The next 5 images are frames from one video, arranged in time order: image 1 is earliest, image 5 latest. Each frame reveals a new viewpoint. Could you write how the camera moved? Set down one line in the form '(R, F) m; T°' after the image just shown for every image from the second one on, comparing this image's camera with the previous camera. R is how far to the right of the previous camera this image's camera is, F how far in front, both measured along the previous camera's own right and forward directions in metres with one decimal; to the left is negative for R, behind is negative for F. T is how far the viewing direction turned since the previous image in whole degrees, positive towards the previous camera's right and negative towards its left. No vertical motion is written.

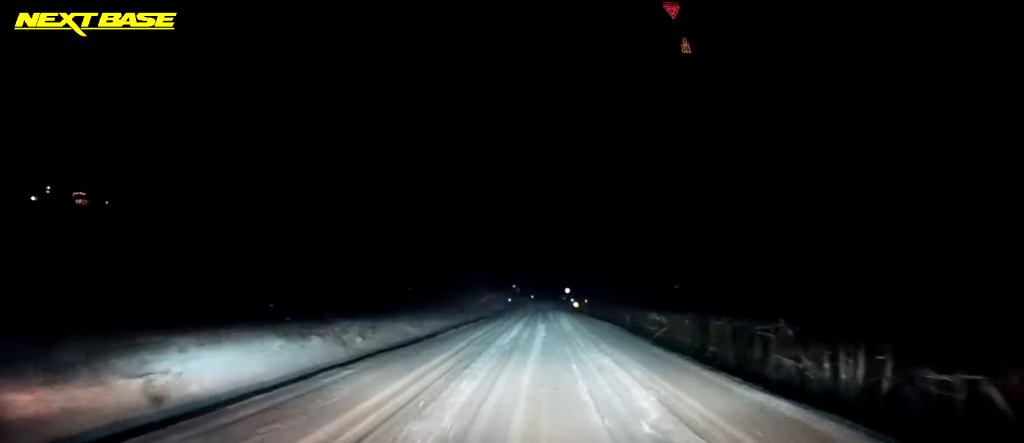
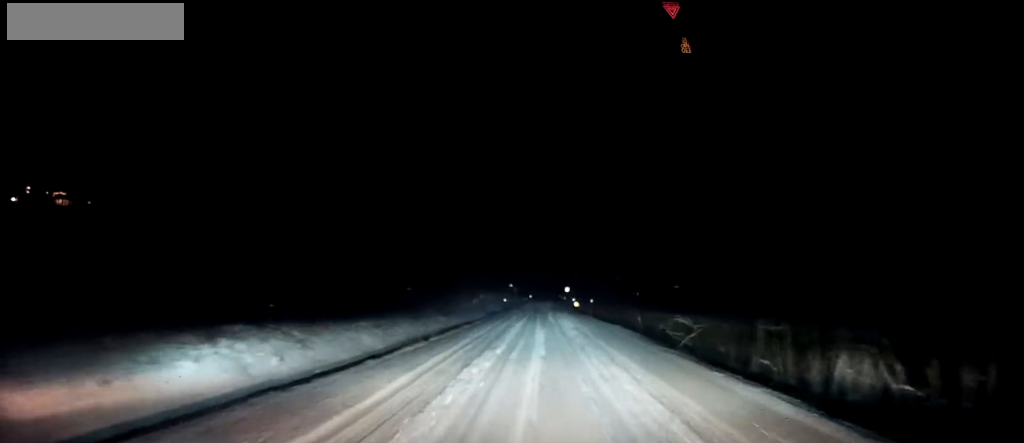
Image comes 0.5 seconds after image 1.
(0.0, +6.2) m; 0°
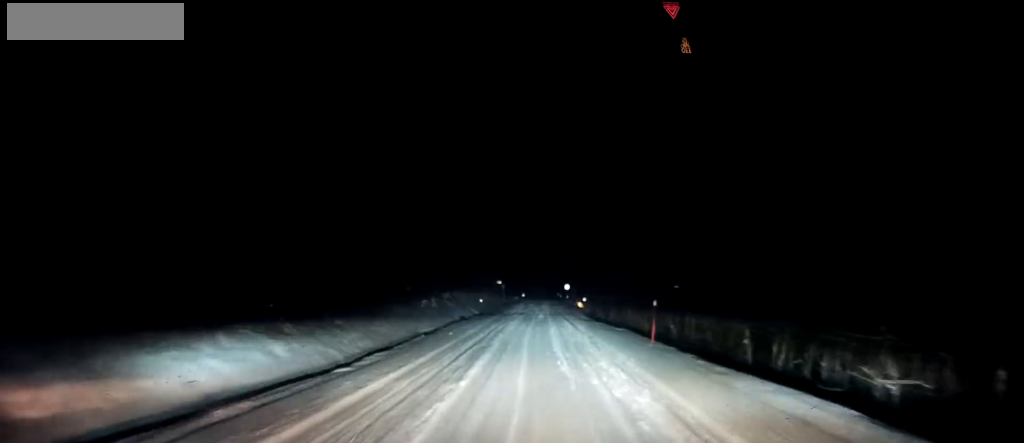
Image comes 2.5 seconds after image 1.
(+0.1, +22.5) m; +1°
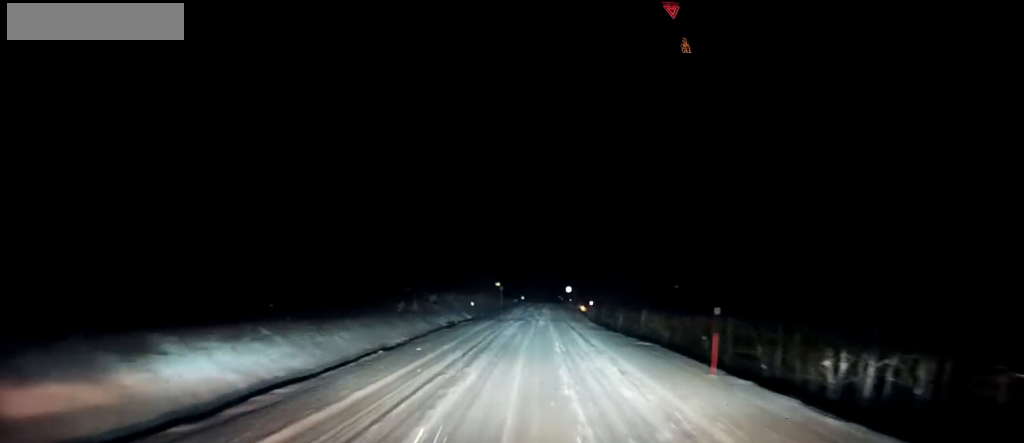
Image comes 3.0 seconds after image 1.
(0.0, +5.8) m; 0°
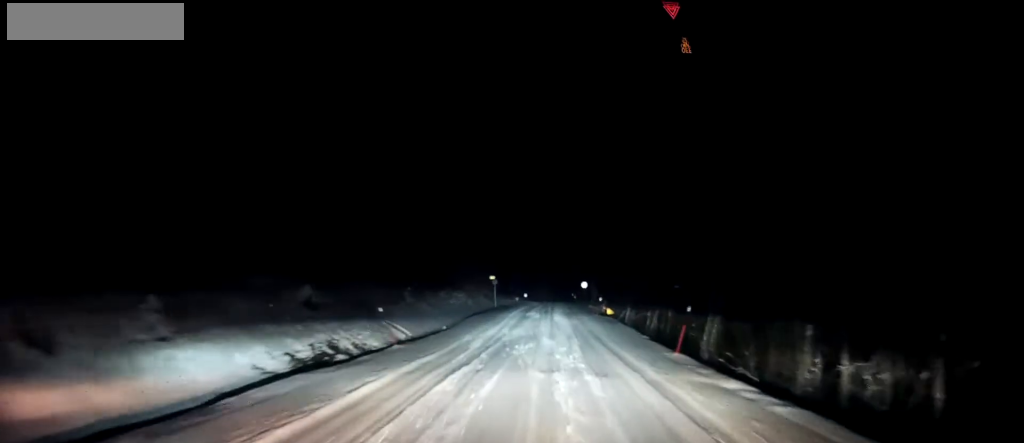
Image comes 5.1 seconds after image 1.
(-0.1, +24.3) m; 0°
